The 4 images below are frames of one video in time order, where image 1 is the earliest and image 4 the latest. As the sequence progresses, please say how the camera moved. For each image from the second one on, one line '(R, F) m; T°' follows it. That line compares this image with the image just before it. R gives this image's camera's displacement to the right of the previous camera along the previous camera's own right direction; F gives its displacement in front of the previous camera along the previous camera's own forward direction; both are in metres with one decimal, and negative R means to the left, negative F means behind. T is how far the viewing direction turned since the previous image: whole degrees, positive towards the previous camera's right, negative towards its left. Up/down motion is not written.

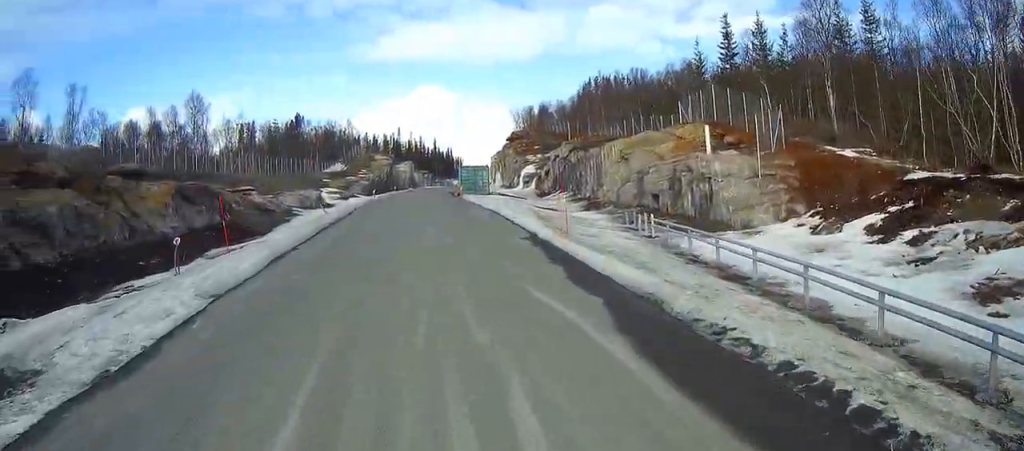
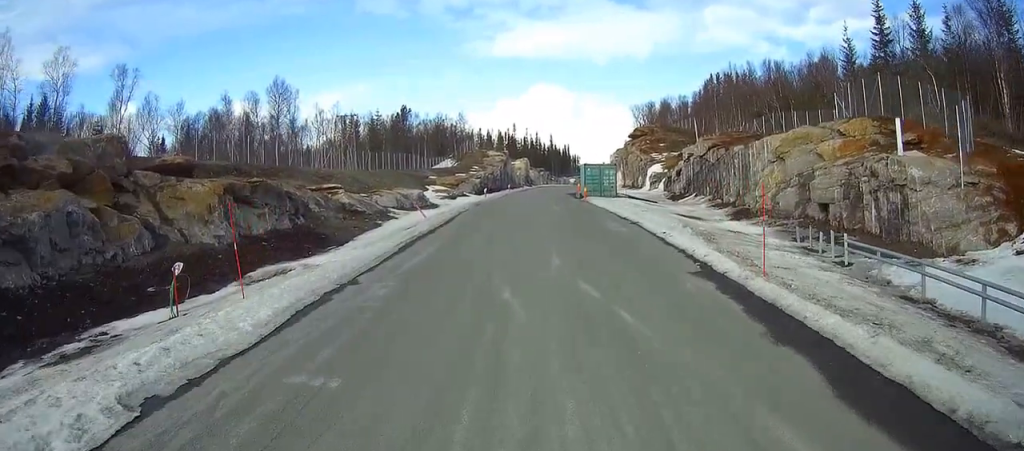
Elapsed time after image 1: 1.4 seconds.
(-1.3, +6.0) m; -13°
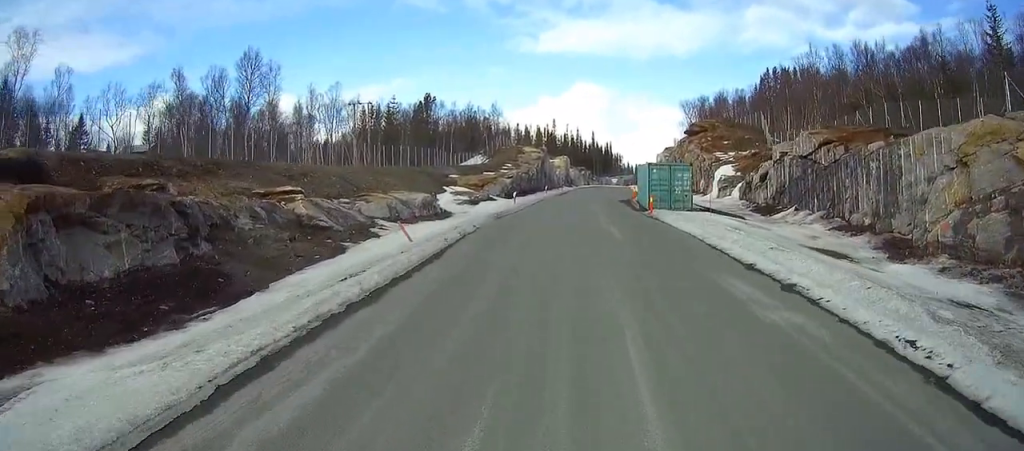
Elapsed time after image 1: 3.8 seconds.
(-0.1, +12.3) m; 0°
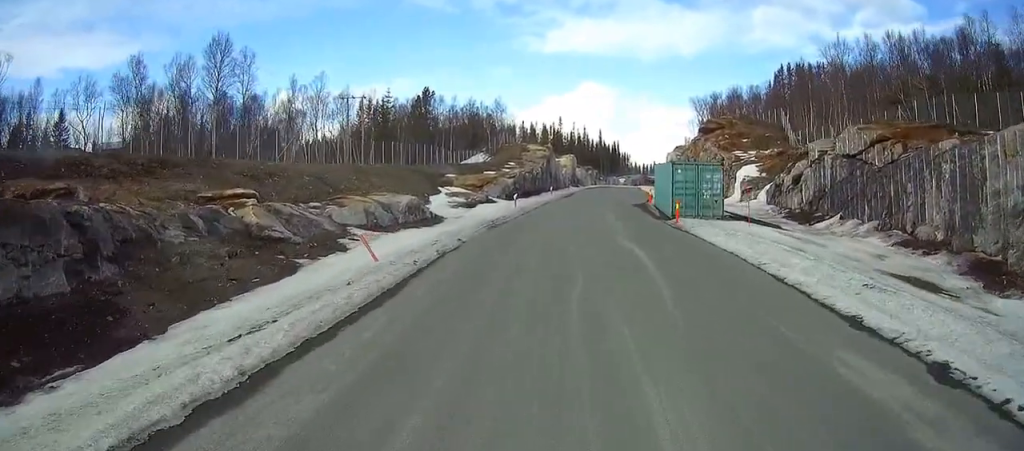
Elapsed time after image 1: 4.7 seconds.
(0.0, +5.4) m; -1°
